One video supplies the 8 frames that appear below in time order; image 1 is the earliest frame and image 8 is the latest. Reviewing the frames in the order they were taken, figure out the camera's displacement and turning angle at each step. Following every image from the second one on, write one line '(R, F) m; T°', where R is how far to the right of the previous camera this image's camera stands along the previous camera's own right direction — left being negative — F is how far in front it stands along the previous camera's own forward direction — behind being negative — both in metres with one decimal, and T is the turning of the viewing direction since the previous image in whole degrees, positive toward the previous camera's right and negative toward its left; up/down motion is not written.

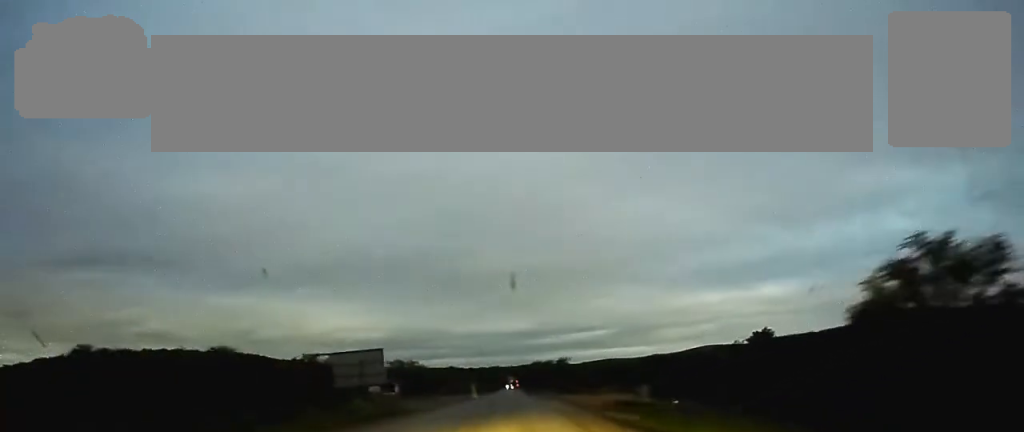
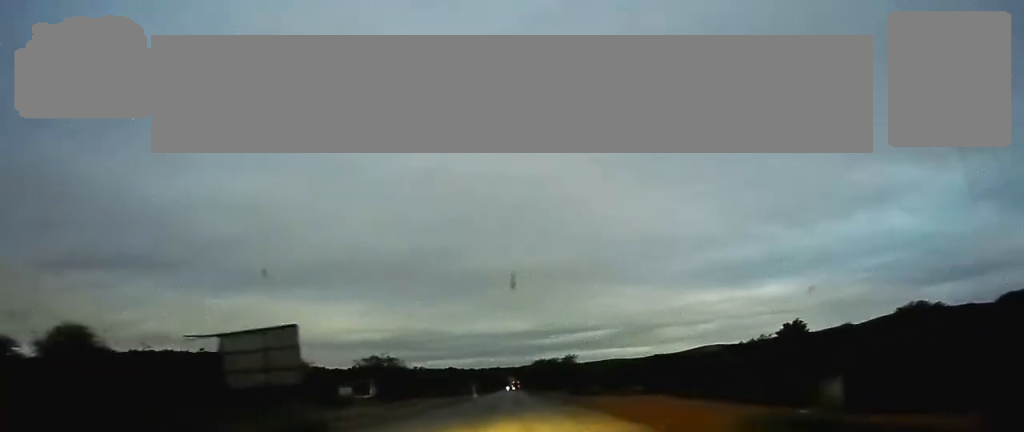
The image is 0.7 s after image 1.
(0.0, +22.6) m; 0°
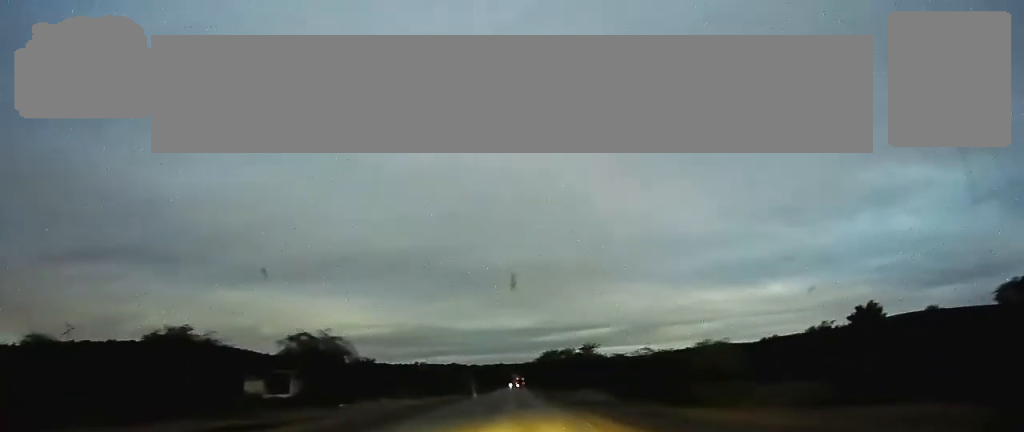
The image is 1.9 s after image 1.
(-0.1, +37.8) m; 0°
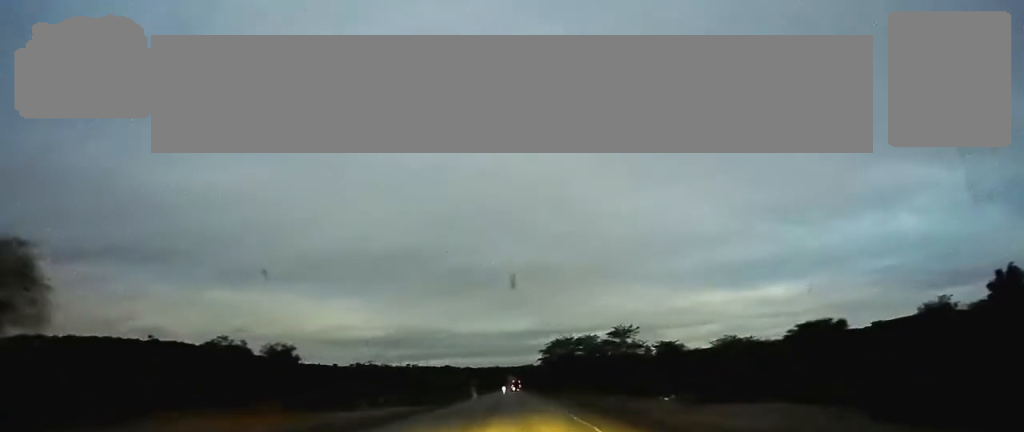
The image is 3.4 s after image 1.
(+0.2, +49.7) m; 0°
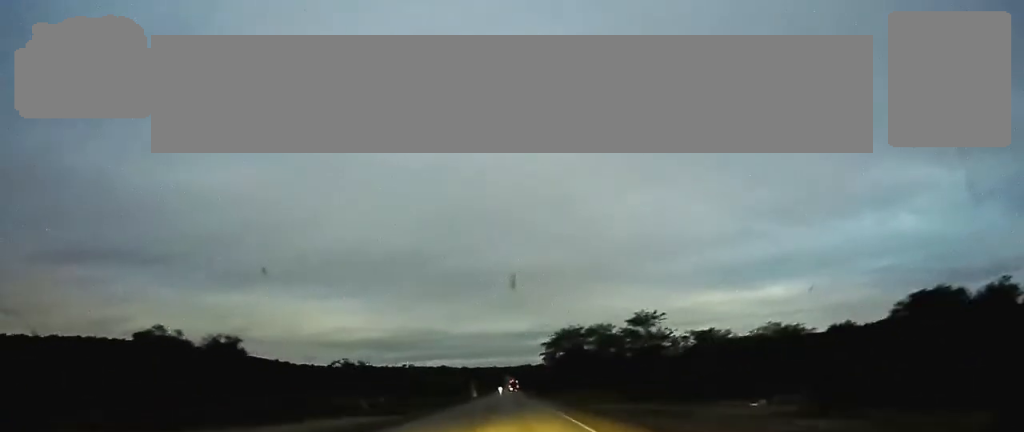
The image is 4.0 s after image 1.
(0.0, +18.4) m; 0°
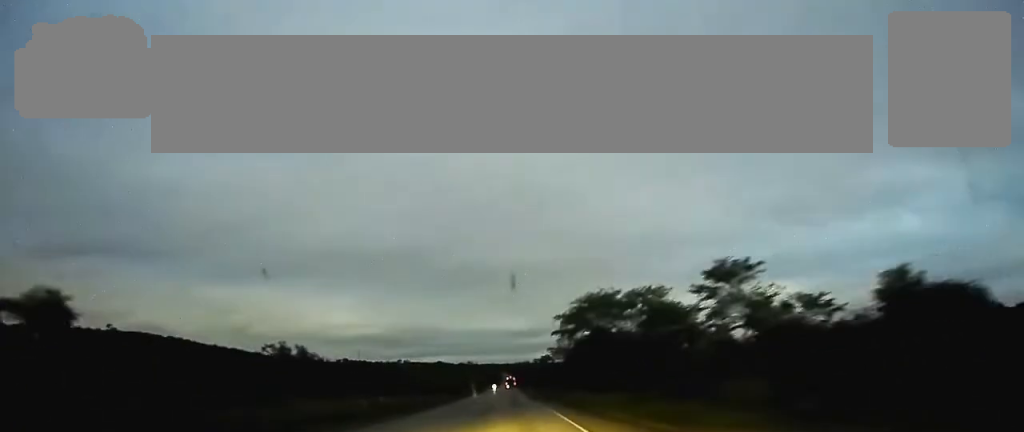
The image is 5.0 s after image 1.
(+0.1, +32.6) m; 0°
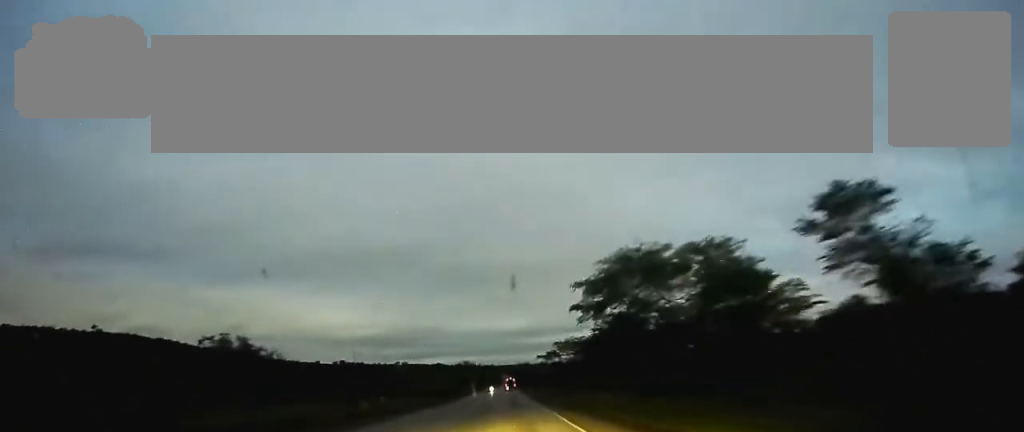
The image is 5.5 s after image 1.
(0.0, +18.5) m; 0°
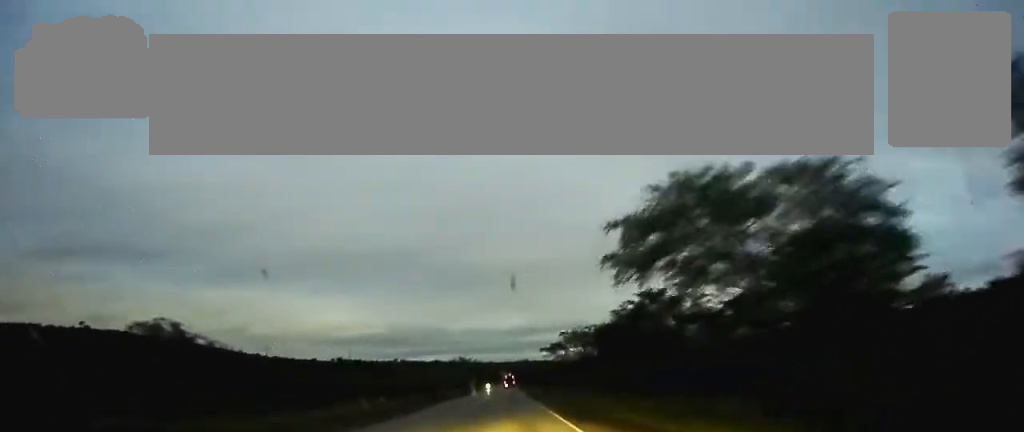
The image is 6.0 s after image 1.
(0.0, +14.1) m; 0°
